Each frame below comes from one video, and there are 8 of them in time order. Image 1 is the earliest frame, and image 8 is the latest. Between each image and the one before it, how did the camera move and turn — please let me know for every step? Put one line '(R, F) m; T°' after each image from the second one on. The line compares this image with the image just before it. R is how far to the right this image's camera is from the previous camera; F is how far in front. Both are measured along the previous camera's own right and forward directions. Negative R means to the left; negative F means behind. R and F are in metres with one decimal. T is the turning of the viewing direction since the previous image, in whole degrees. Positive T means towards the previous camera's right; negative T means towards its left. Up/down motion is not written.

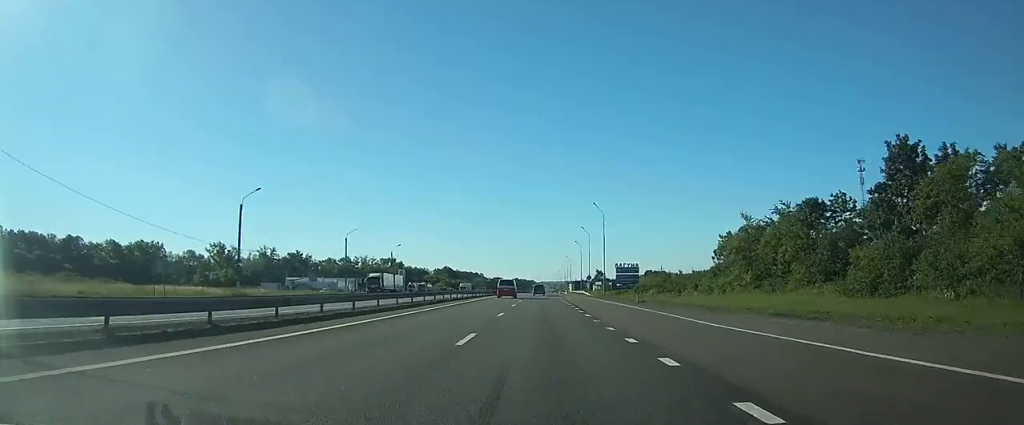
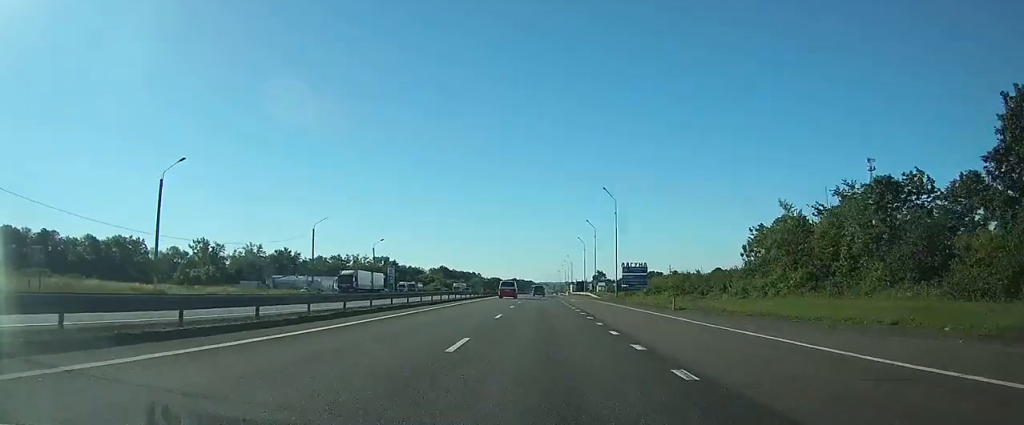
(0.0, +13.1) m; 0°
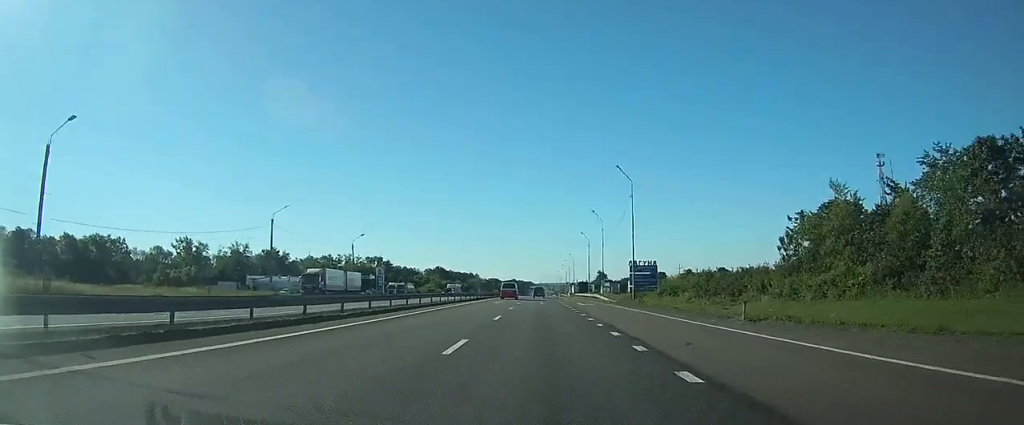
(0.0, +12.2) m; 0°
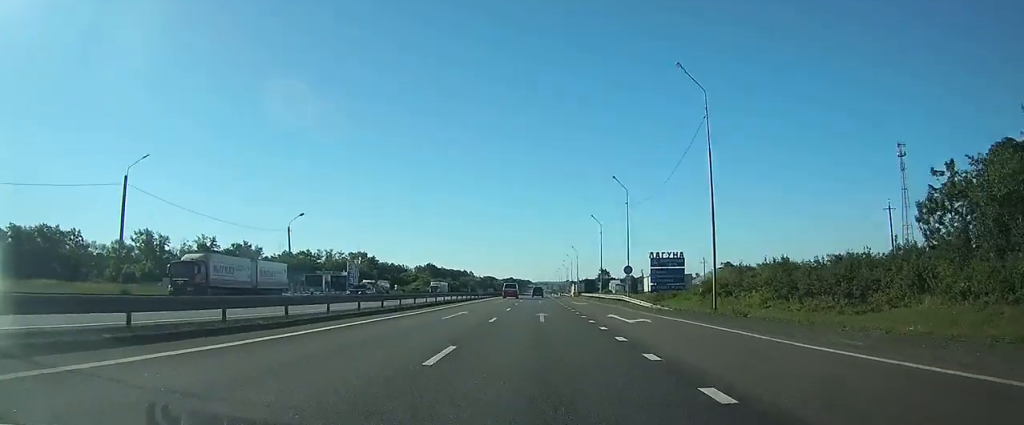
(+0.1, +25.3) m; 0°
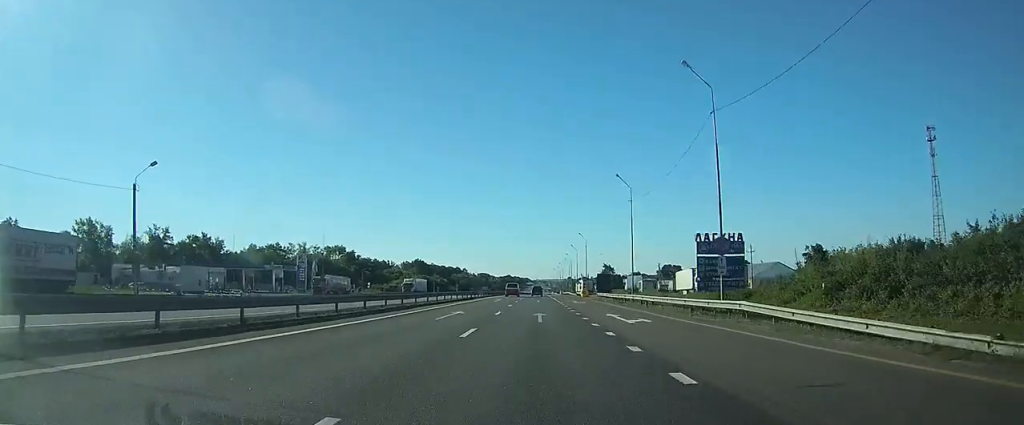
(0.0, +30.5) m; 0°
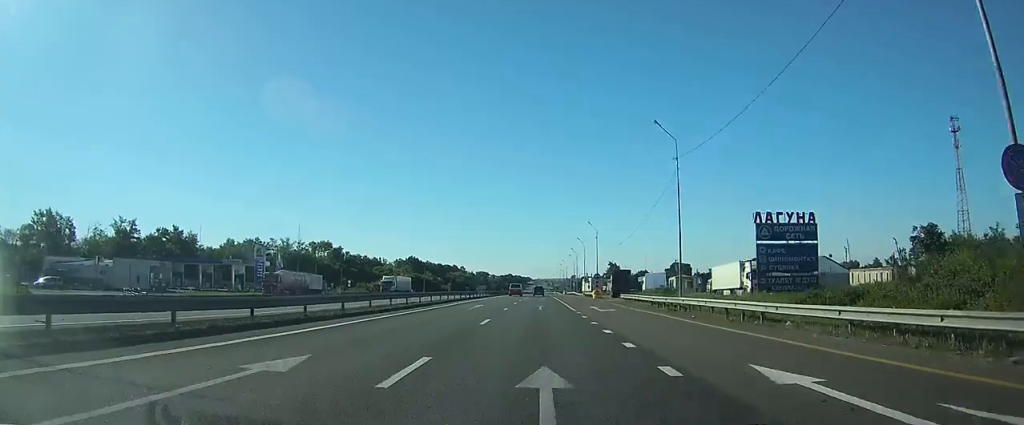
(0.0, +19.1) m; 0°
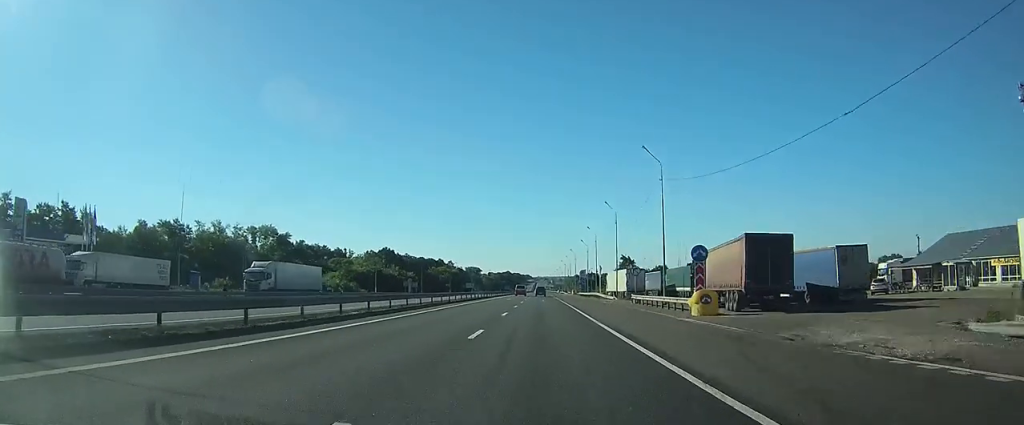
(+0.1, +51.9) m; 0°
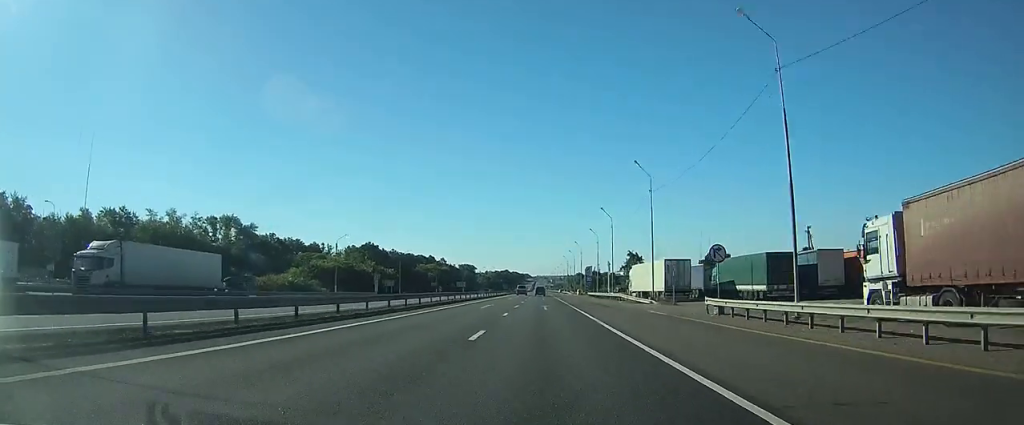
(0.0, +24.2) m; 0°
